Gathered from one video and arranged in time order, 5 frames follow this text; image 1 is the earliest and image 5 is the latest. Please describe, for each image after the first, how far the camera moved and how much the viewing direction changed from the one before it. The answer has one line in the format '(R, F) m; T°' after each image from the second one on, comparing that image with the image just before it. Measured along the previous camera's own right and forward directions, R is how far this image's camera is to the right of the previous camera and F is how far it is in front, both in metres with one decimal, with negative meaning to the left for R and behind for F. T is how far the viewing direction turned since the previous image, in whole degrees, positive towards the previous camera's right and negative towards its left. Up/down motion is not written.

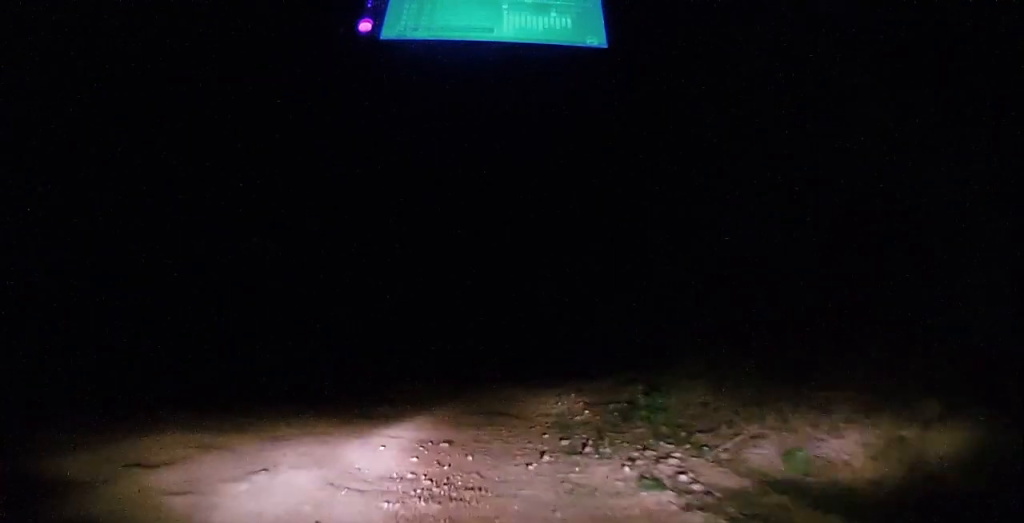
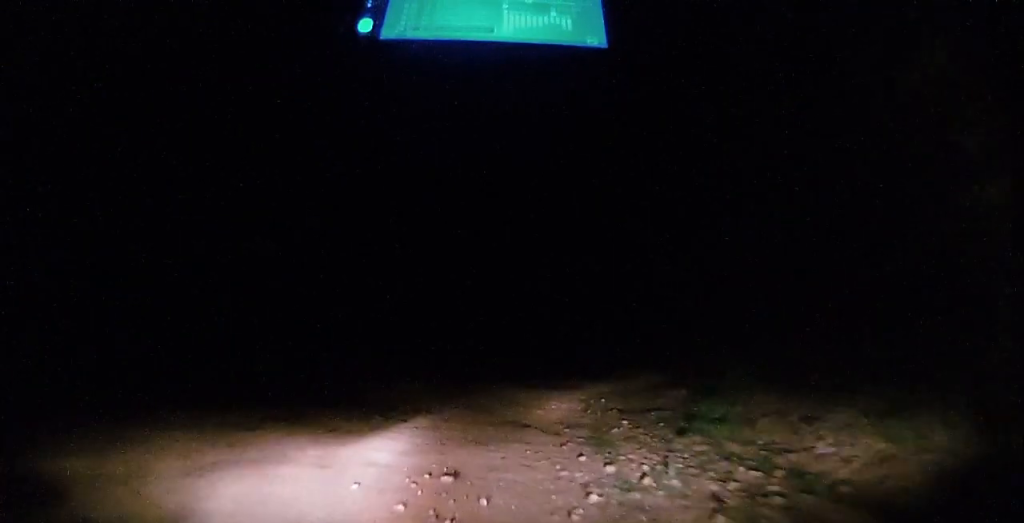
(0.0, +2.6) m; 0°
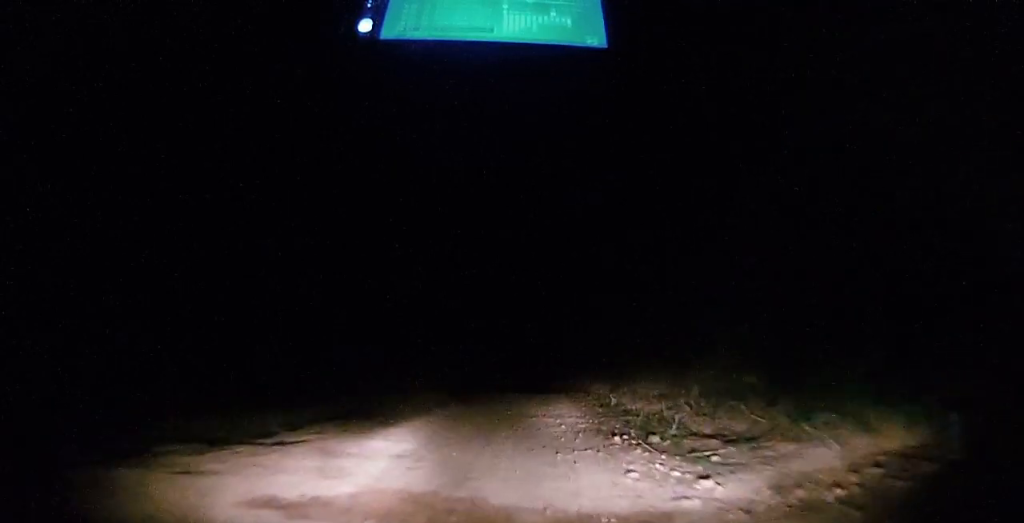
(-0.4, +15.7) m; -2°
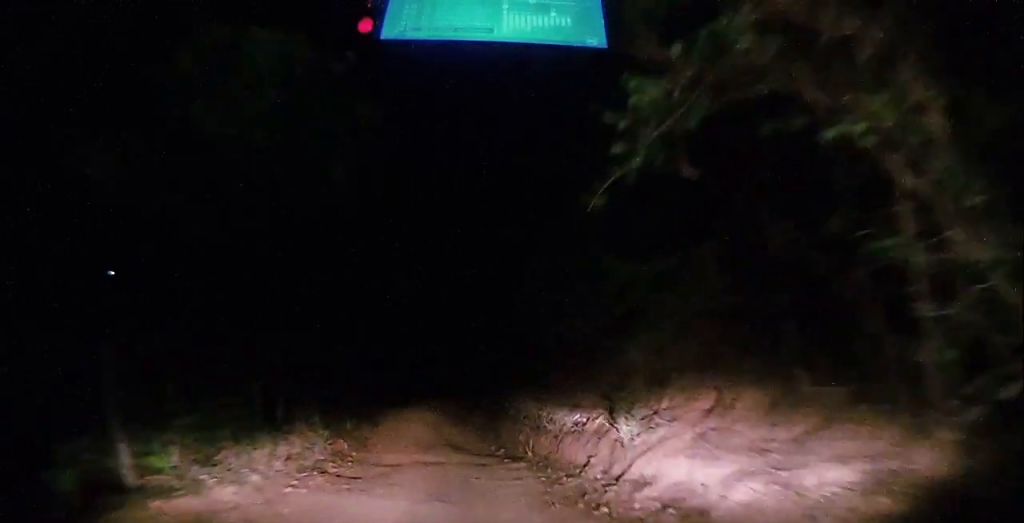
(+0.6, +12.7) m; +6°
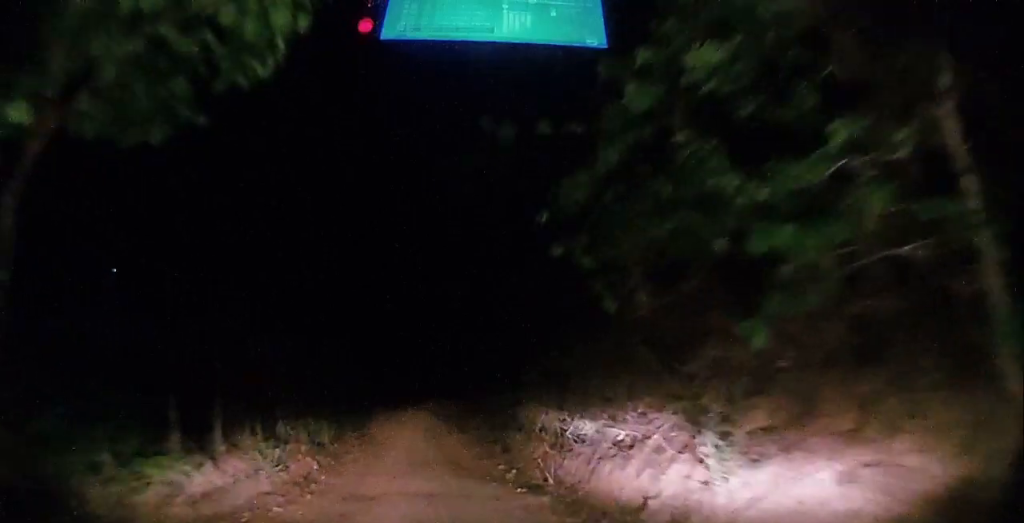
(-0.1, +3.0) m; +1°
